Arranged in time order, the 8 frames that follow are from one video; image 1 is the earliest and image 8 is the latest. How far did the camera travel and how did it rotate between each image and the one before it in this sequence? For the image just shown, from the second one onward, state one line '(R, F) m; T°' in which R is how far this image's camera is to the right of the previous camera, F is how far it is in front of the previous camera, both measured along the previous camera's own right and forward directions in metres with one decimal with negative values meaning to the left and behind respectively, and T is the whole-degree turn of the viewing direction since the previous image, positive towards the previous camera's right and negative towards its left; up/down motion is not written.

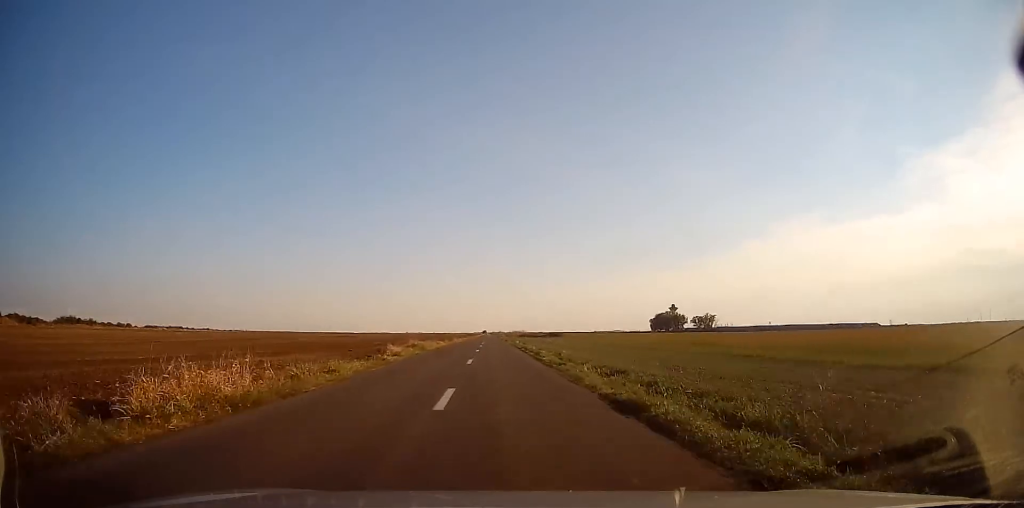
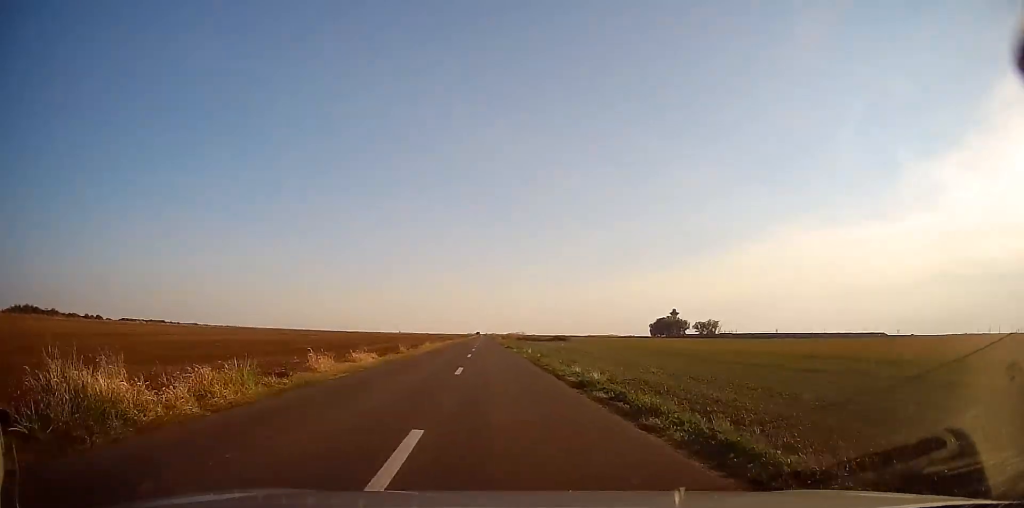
(+0.3, +29.0) m; 0°
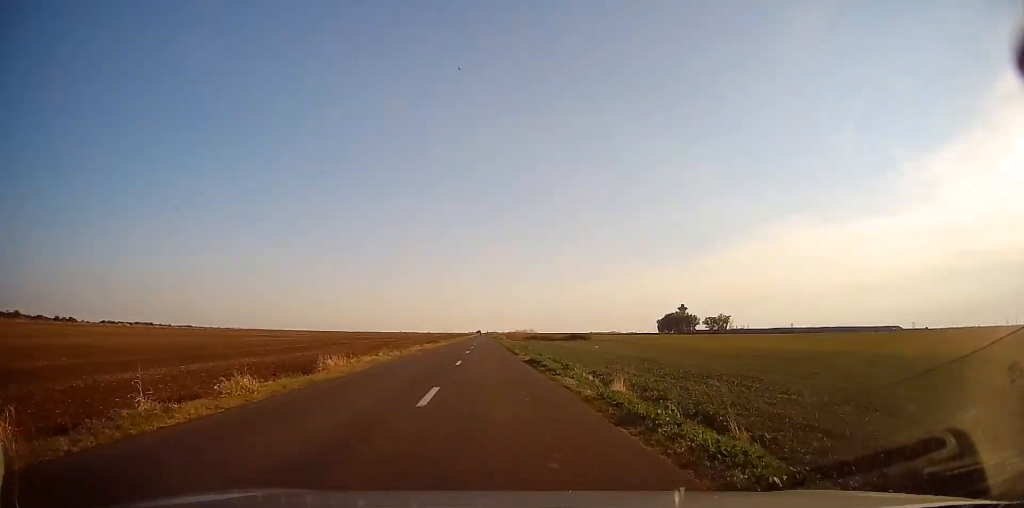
(-0.3, +29.8) m; -1°
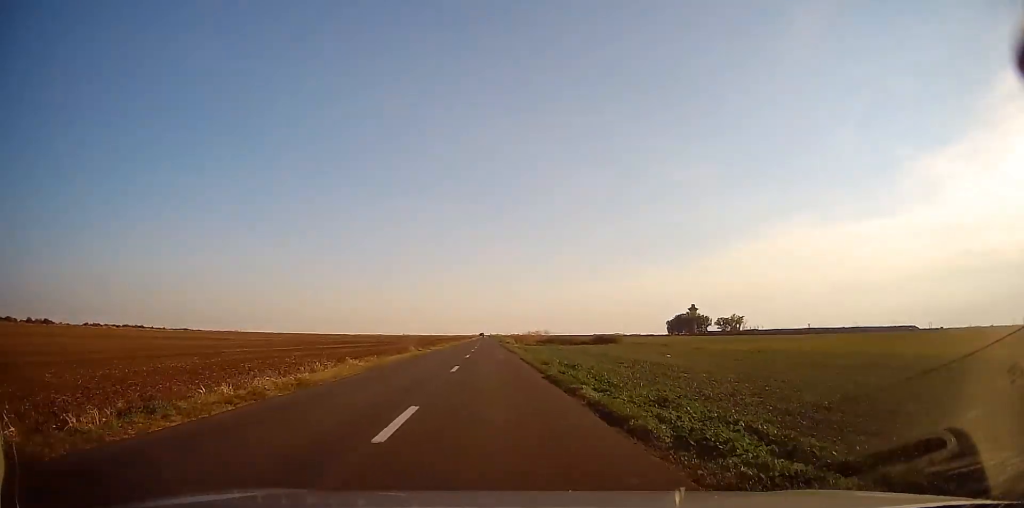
(+0.1, +26.6) m; +1°
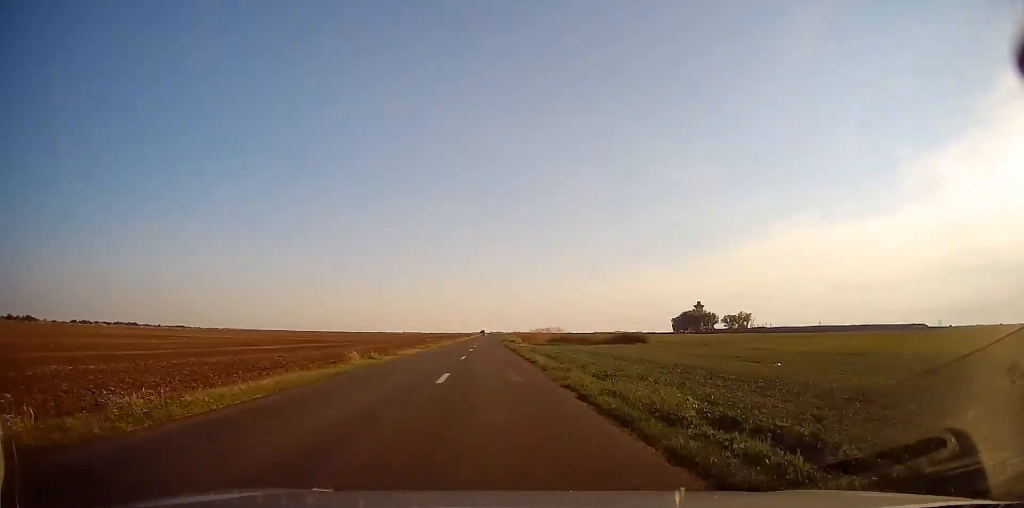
(+0.1, +16.9) m; 0°
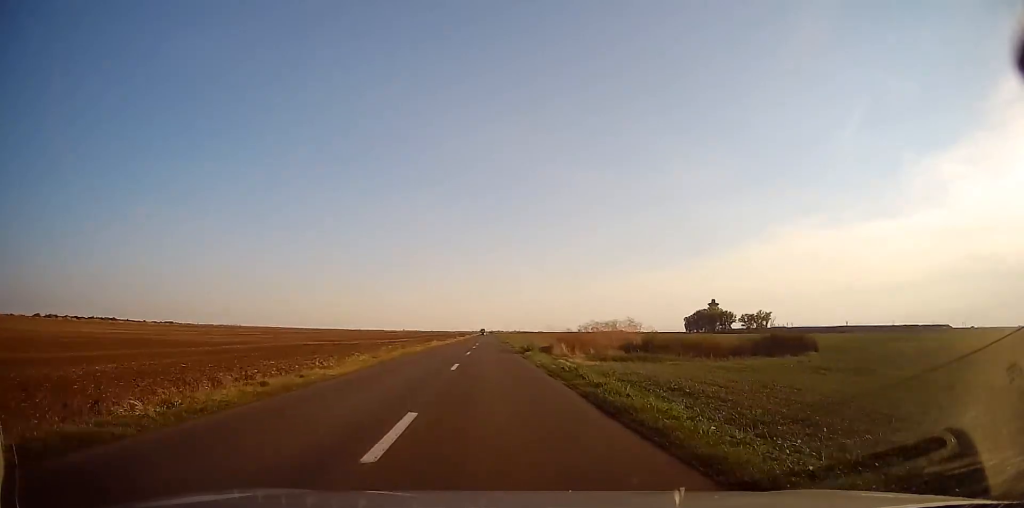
(-0.4, +44.3) m; -1°
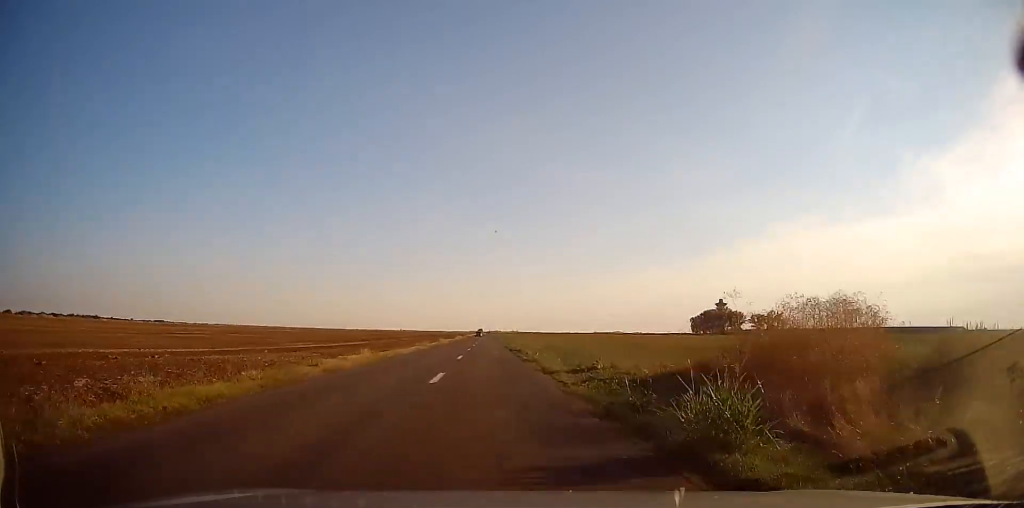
(+0.1, +28.6) m; +1°
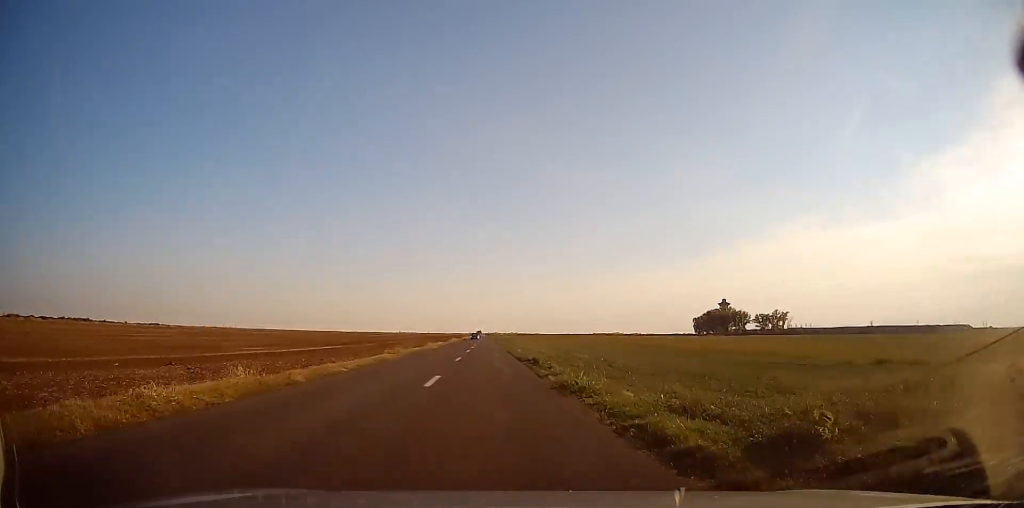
(+0.1, +12.4) m; 0°
